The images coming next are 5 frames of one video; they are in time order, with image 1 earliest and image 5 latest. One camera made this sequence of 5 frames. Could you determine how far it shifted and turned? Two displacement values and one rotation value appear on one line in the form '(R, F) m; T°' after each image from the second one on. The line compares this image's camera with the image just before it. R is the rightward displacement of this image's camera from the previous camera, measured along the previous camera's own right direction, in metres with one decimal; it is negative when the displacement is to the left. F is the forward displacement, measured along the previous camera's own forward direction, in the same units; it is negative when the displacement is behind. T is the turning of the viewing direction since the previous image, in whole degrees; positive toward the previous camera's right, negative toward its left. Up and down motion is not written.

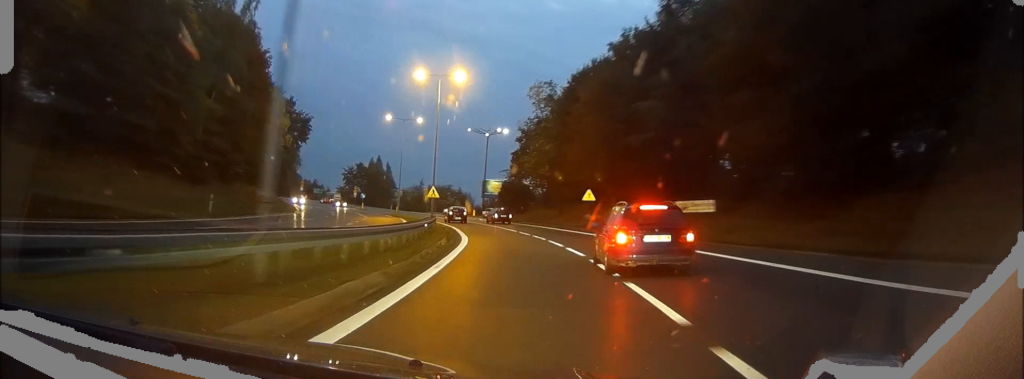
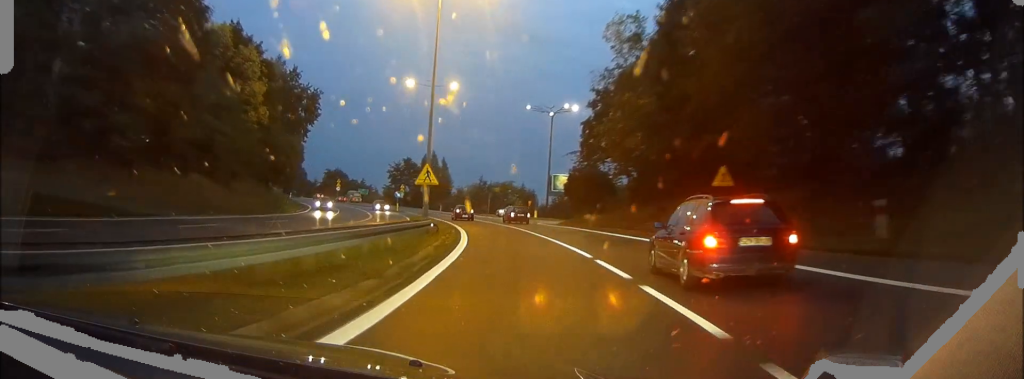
(-0.9, +24.7) m; -5°
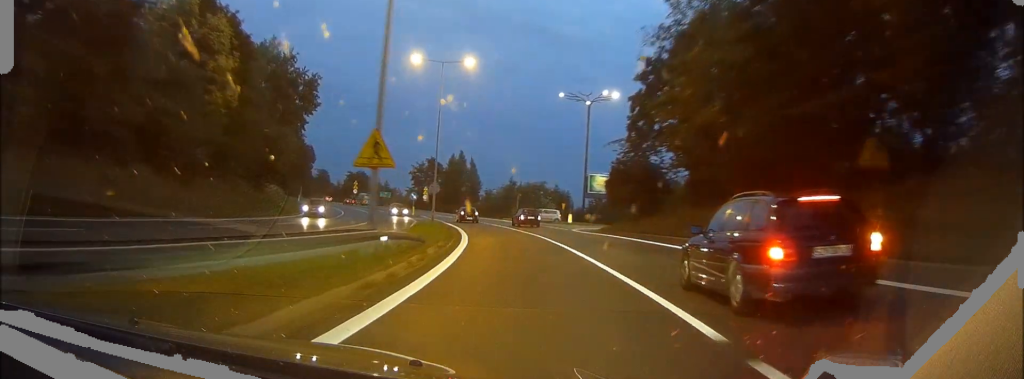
(+0.1, +11.6) m; -3°
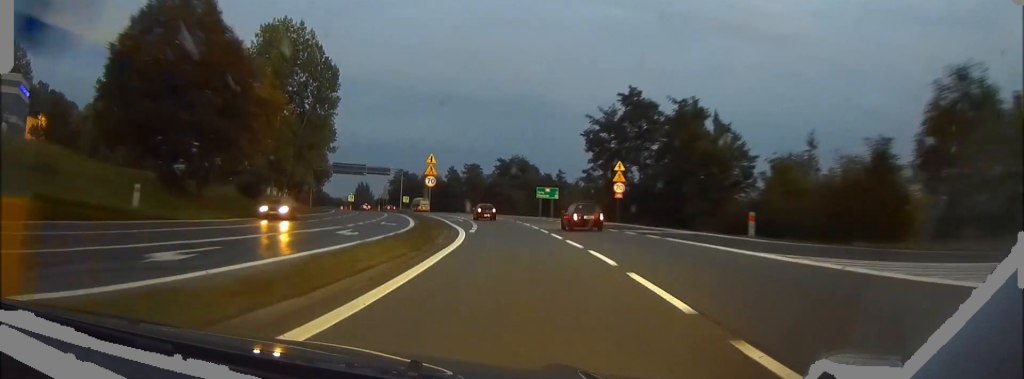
(-14.1, +81.3) m; -19°
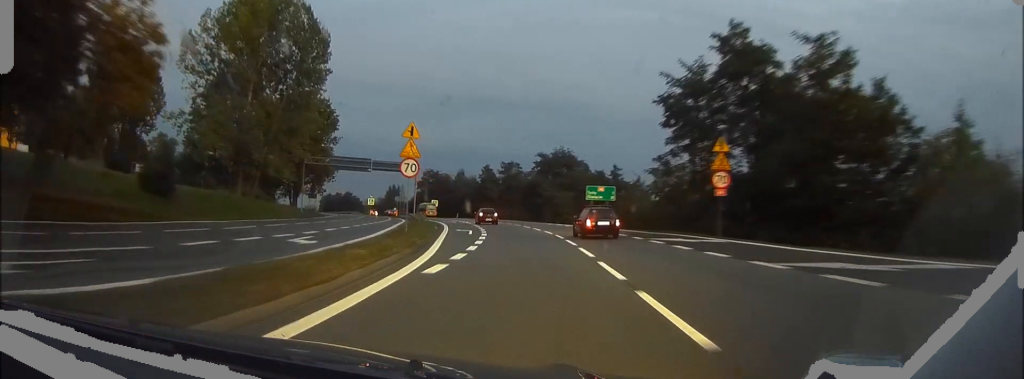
(-0.2, +20.5) m; -4°
